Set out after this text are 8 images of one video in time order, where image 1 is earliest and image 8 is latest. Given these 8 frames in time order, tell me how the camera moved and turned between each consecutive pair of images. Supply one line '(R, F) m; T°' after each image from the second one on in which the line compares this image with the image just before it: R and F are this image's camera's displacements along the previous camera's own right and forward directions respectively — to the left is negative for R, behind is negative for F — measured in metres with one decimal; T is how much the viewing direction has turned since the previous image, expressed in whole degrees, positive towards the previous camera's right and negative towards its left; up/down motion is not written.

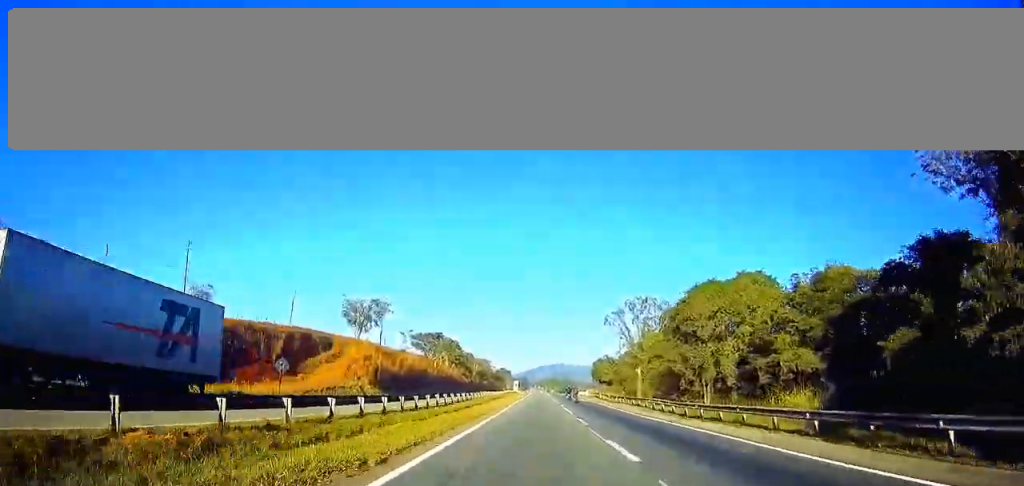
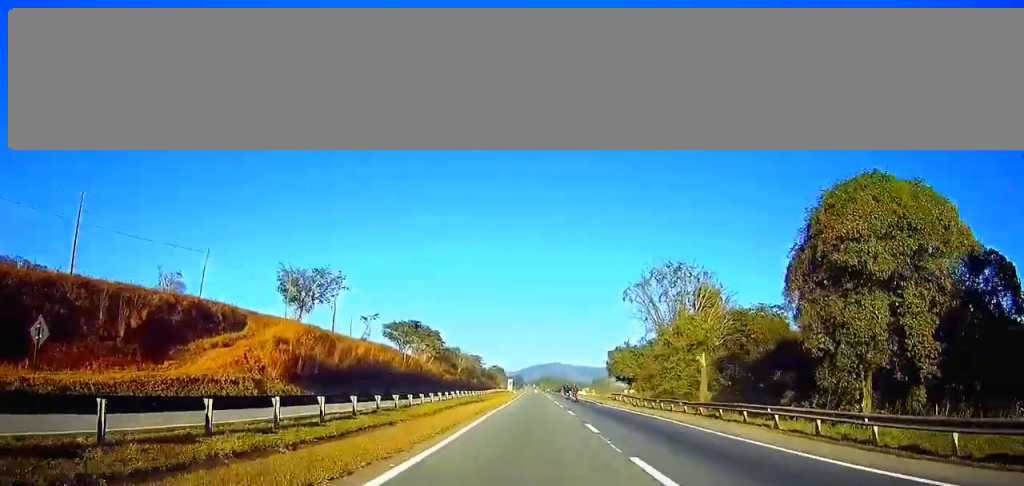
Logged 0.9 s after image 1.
(0.0, +28.5) m; 0°
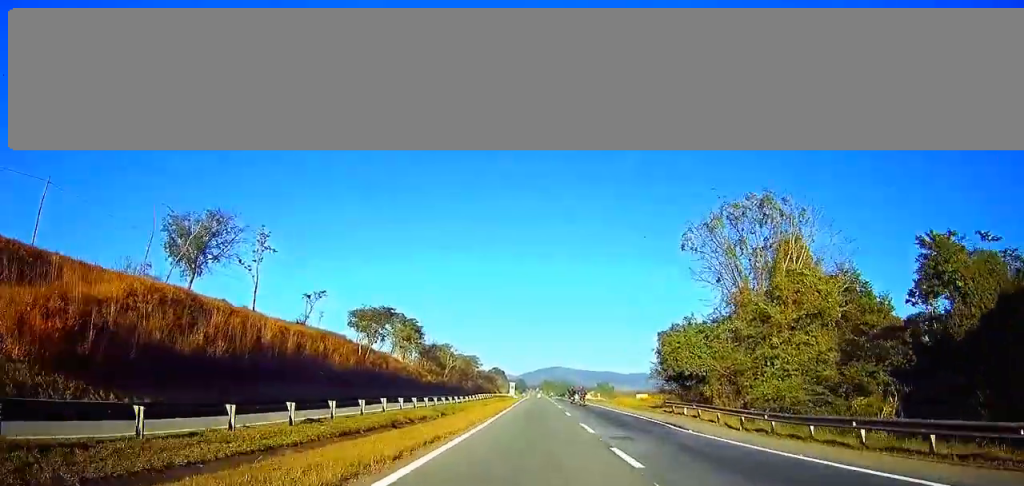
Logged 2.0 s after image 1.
(0.0, +31.0) m; 0°
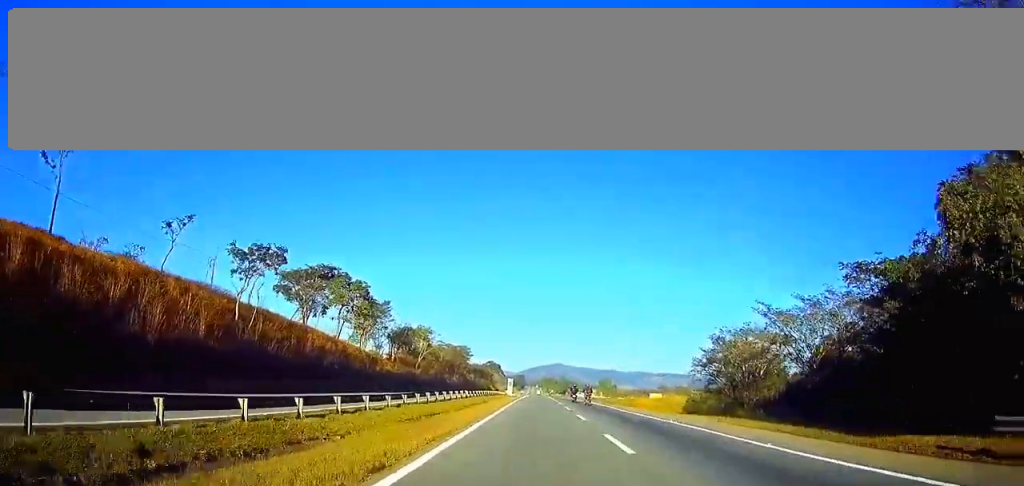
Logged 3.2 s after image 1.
(0.0, +35.5) m; 0°
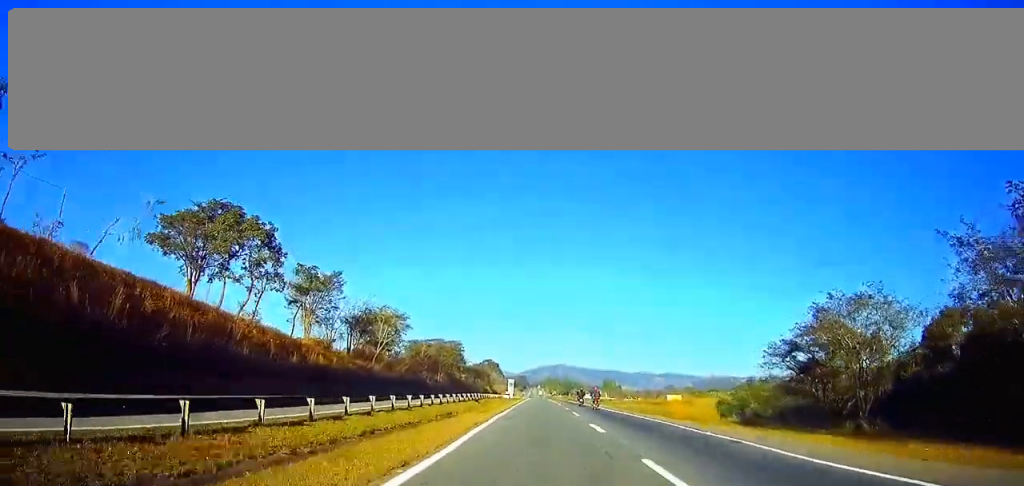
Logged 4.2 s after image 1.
(-0.1, +31.1) m; 0°
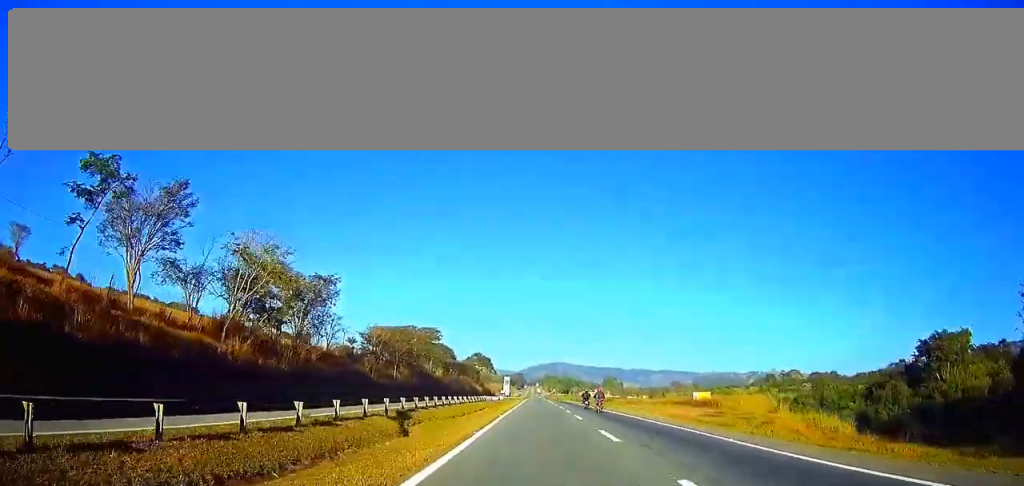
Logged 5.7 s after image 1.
(+0.1, +41.2) m; 0°
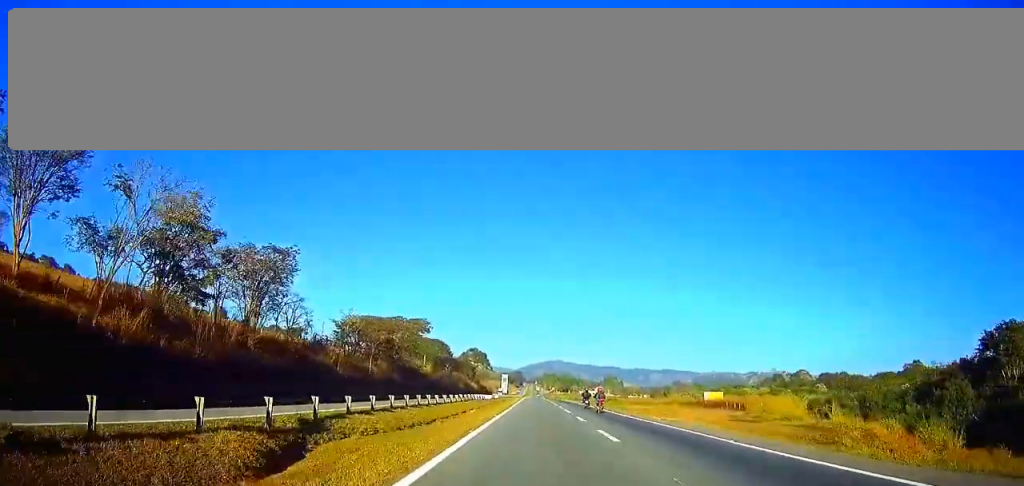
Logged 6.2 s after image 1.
(0.0, +14.2) m; 0°
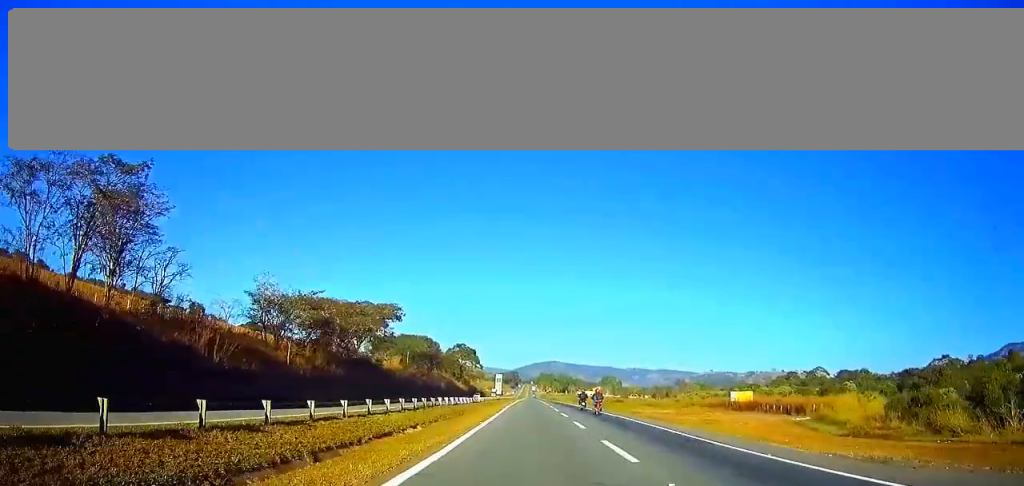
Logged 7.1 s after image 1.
(0.0, +27.5) m; 0°
